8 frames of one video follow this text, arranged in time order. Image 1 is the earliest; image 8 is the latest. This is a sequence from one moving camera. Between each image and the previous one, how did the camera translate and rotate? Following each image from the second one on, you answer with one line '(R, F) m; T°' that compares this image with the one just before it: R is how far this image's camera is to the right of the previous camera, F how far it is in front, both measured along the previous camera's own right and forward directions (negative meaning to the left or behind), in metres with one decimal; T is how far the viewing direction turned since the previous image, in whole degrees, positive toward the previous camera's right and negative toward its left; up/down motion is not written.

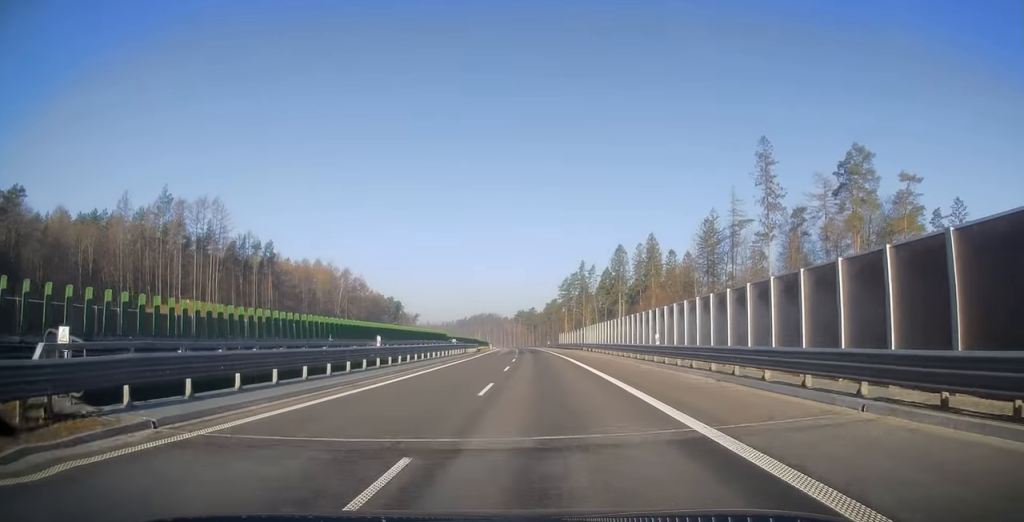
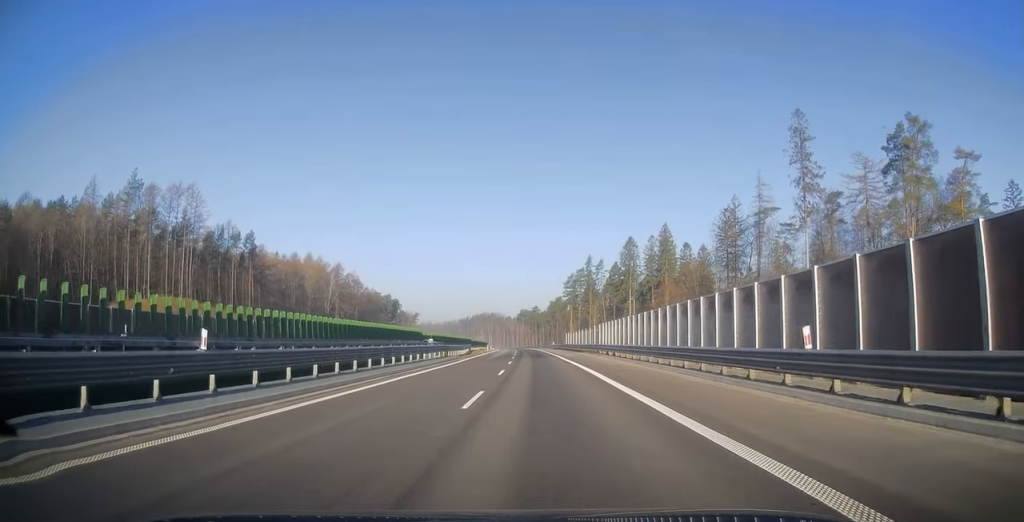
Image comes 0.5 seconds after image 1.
(-0.1, +14.7) m; 0°
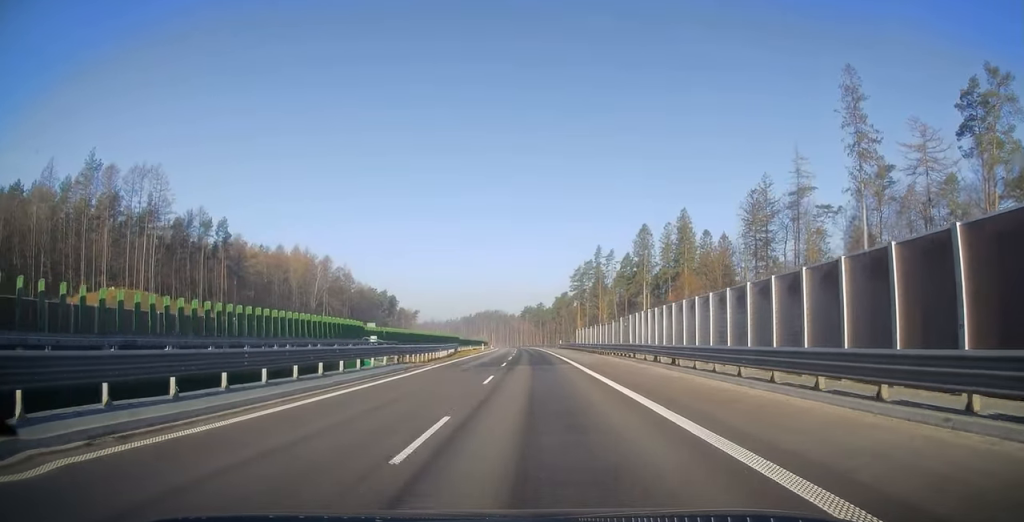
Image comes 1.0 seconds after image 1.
(-0.1, +17.4) m; 0°
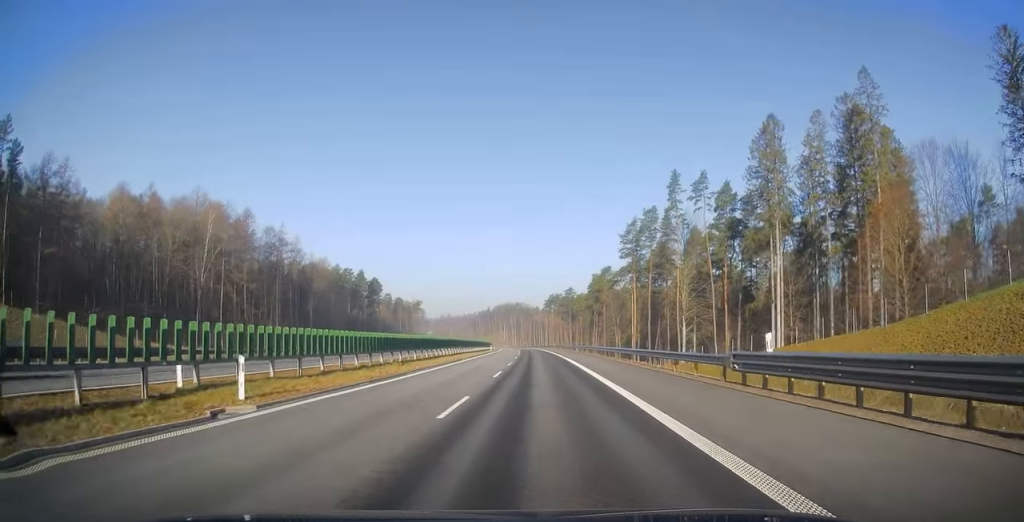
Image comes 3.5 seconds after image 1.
(-2.1, +79.5) m; -3°
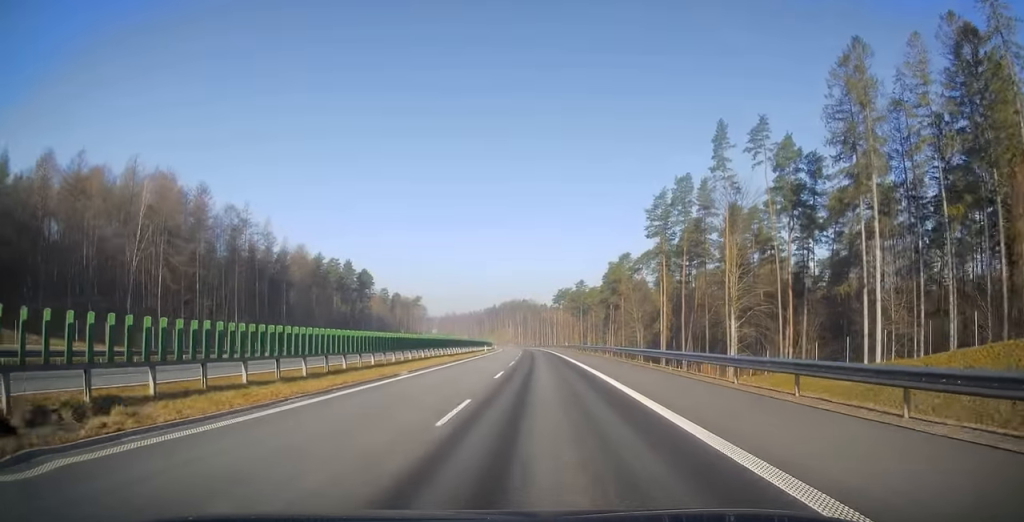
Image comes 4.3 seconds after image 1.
(-0.2, +24.9) m; -1°
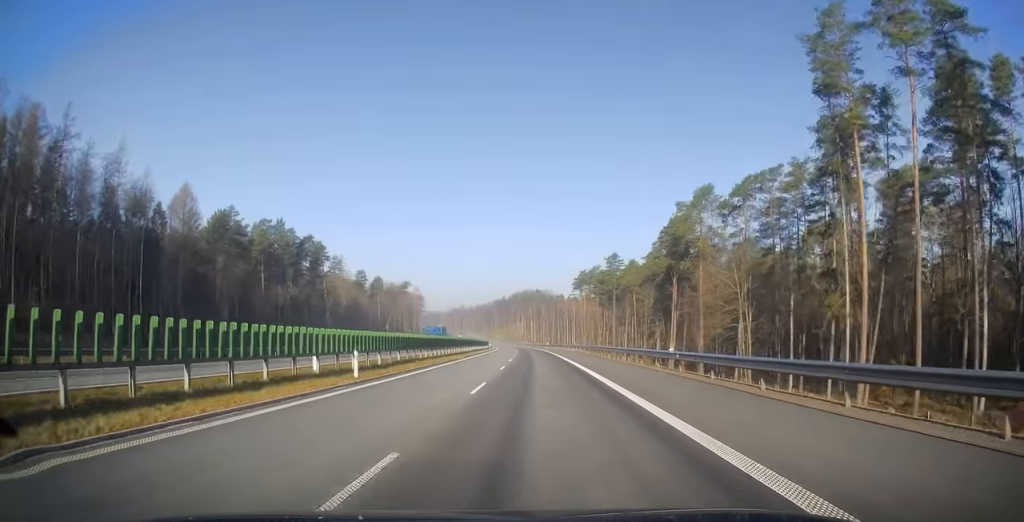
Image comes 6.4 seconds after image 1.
(-0.7, +66.2) m; -1°
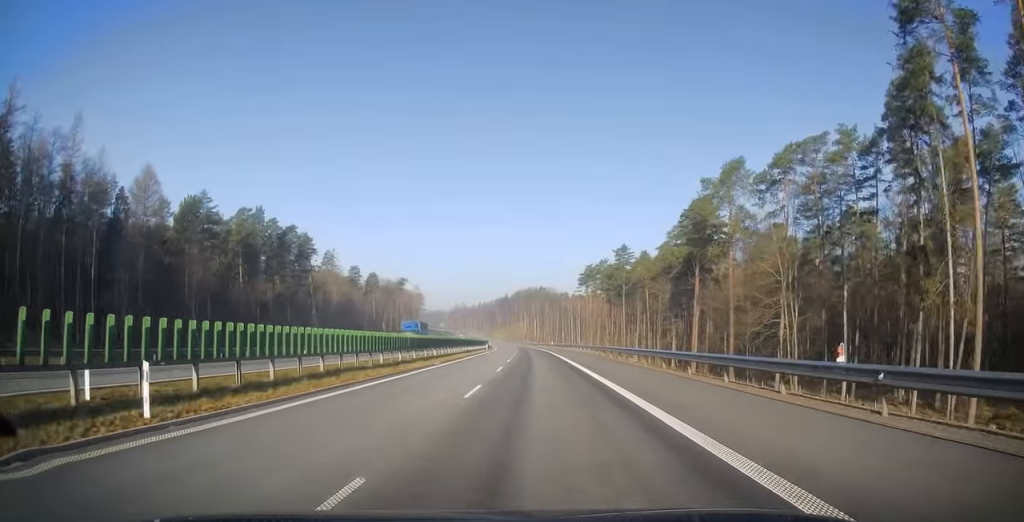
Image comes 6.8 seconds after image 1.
(+0.1, +13.3) m; -1°
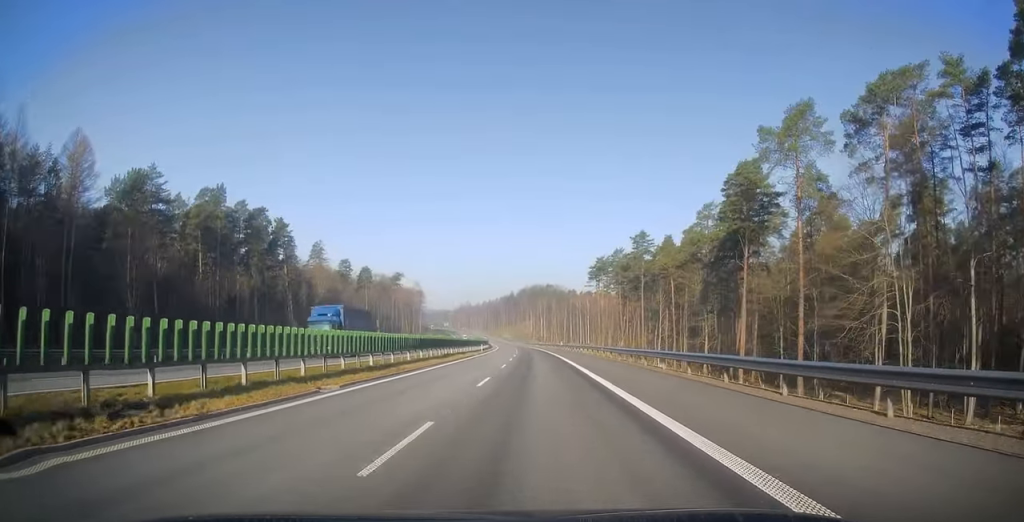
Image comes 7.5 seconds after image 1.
(-0.3, +20.1) m; -1°
